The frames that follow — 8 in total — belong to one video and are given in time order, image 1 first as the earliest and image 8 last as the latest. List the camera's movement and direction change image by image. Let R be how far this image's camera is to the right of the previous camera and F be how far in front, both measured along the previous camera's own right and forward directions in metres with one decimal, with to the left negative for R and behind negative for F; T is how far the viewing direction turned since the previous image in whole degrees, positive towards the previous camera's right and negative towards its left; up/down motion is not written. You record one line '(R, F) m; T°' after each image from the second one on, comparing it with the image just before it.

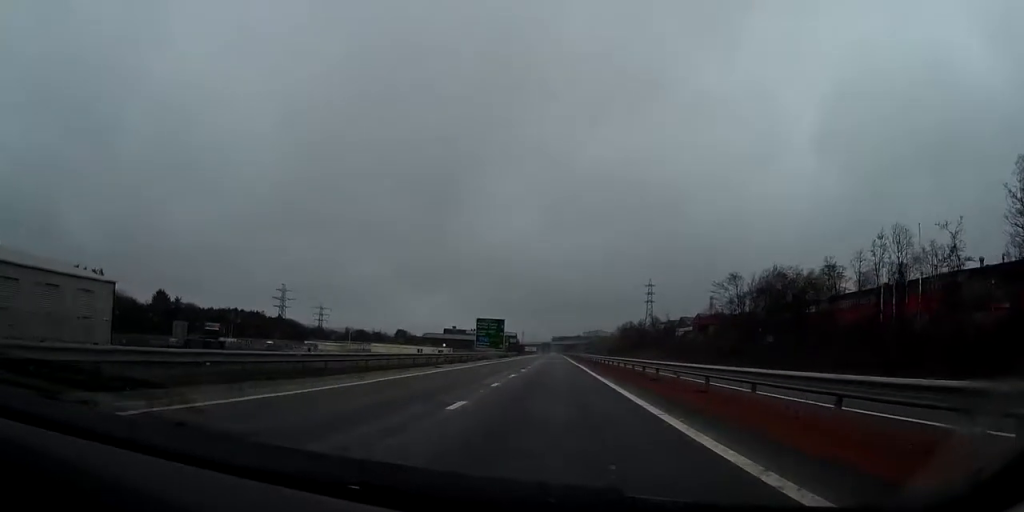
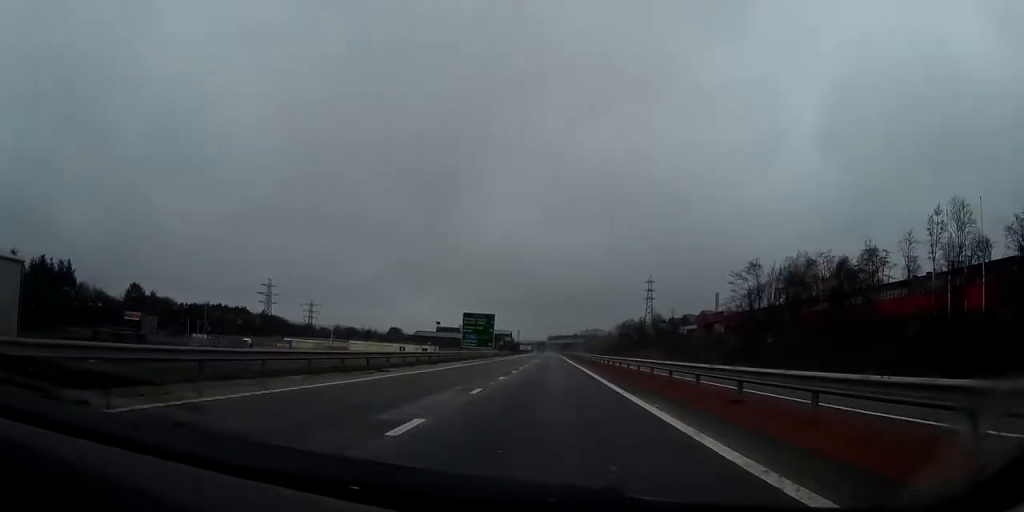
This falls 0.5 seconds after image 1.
(0.0, +13.5) m; 0°
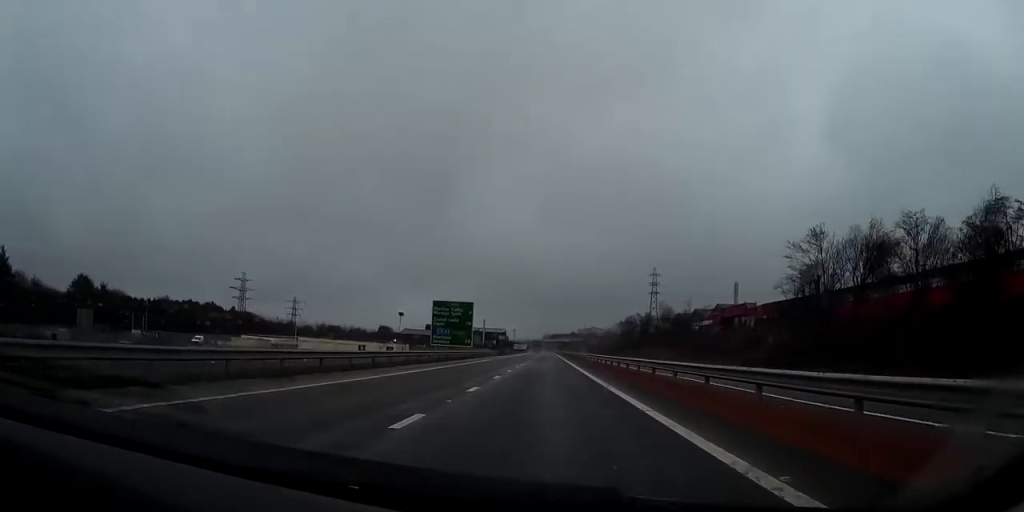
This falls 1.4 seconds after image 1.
(+0.2, +26.0) m; +1°
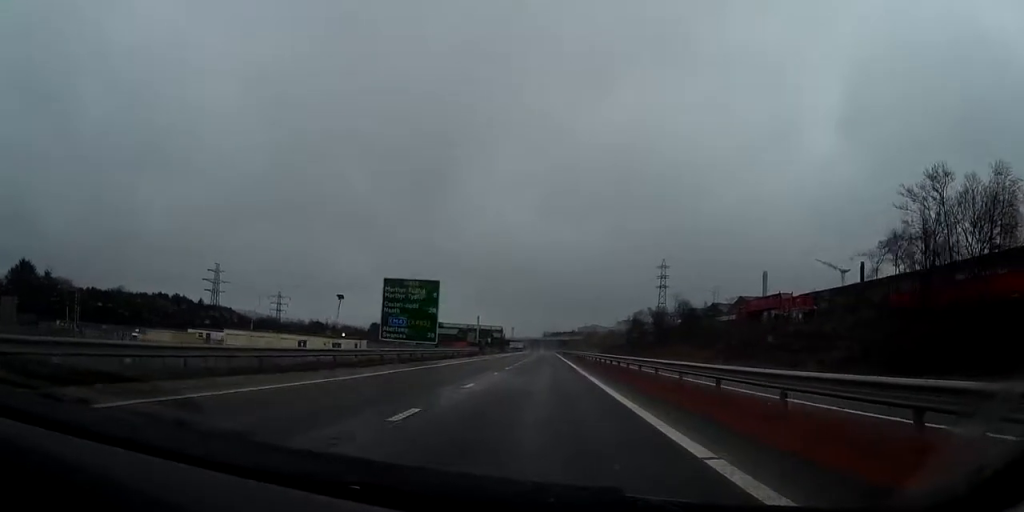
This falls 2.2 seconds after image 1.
(+0.1, +25.0) m; 0°
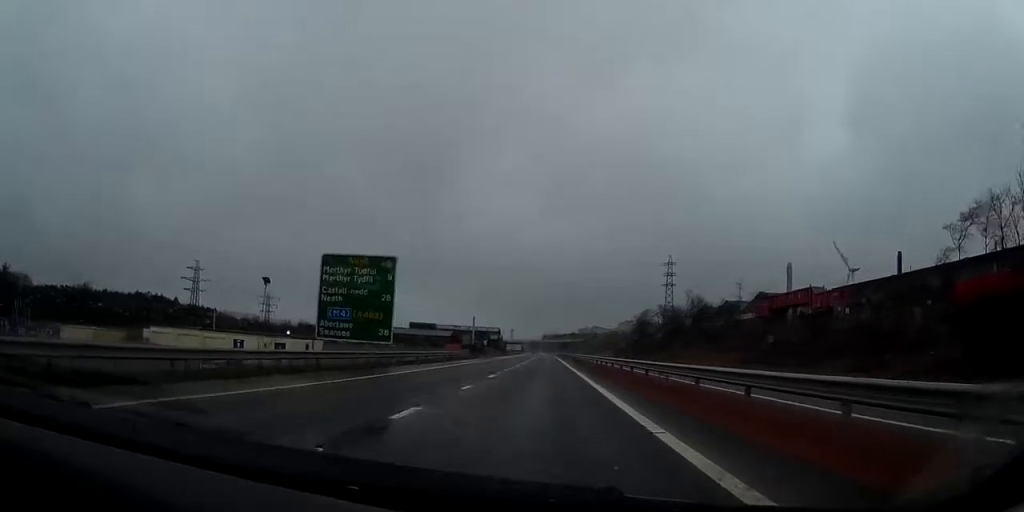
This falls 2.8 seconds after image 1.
(0.0, +17.3) m; 0°
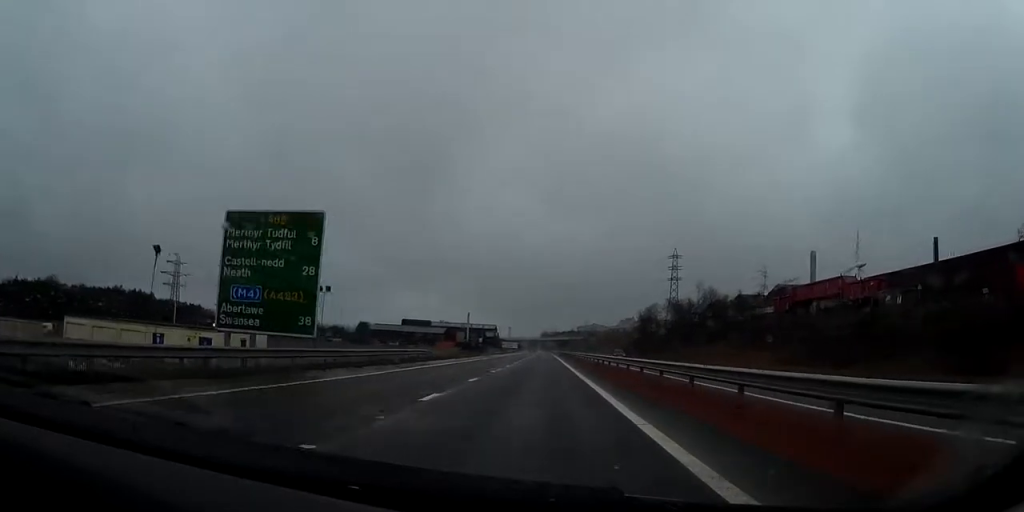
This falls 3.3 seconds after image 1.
(0.0, +14.4) m; 0°
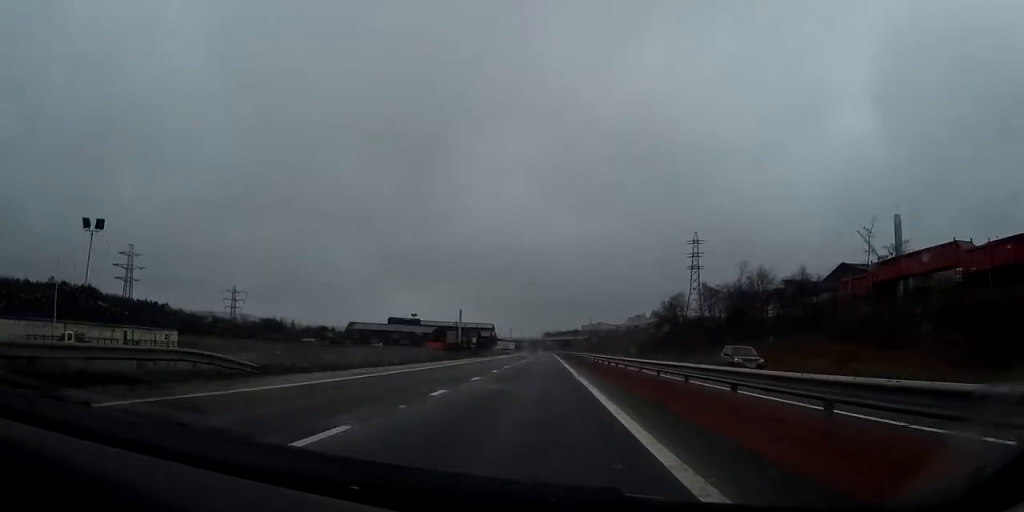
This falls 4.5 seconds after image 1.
(0.0, +33.6) m; 0°
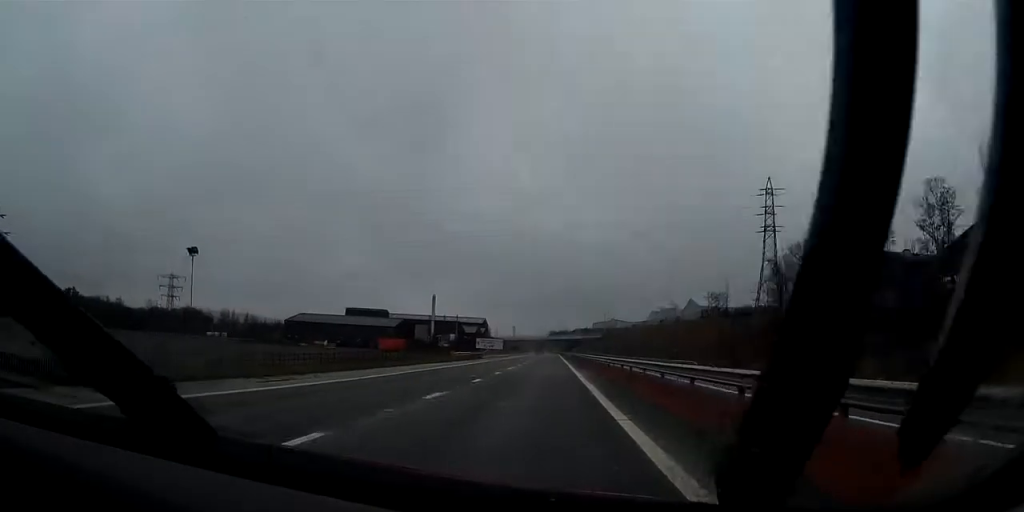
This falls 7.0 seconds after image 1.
(-0.8, +72.3) m; -1°
